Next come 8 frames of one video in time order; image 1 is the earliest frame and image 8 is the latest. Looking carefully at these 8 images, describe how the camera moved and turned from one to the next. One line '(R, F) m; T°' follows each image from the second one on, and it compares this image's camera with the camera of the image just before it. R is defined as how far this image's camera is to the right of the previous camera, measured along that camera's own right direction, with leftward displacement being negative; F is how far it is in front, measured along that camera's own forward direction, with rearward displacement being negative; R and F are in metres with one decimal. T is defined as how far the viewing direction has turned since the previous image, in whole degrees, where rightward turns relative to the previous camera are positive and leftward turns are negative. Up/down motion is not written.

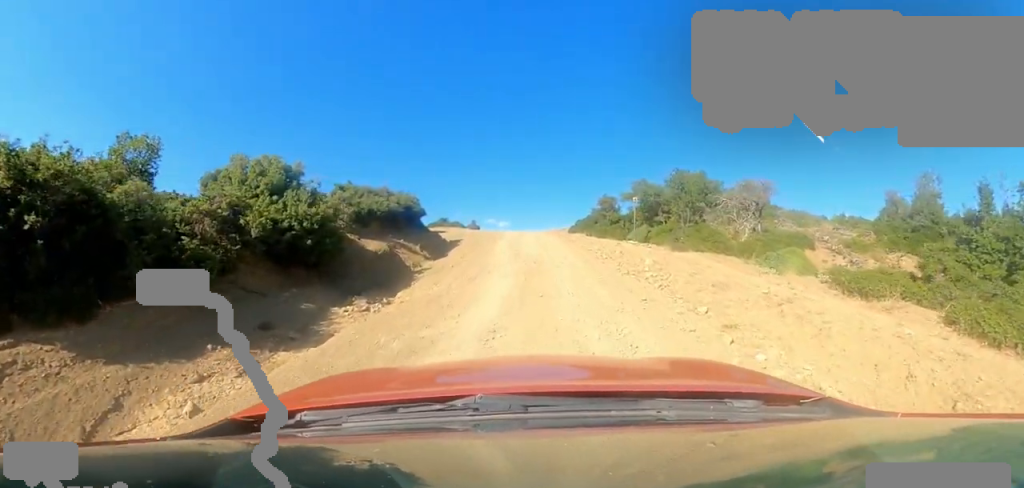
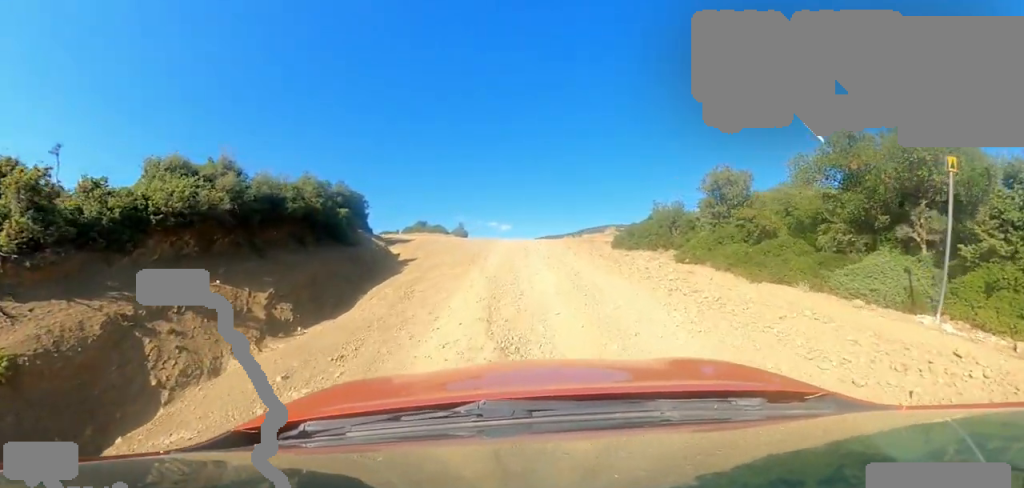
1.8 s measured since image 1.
(+1.0, +10.3) m; -6°
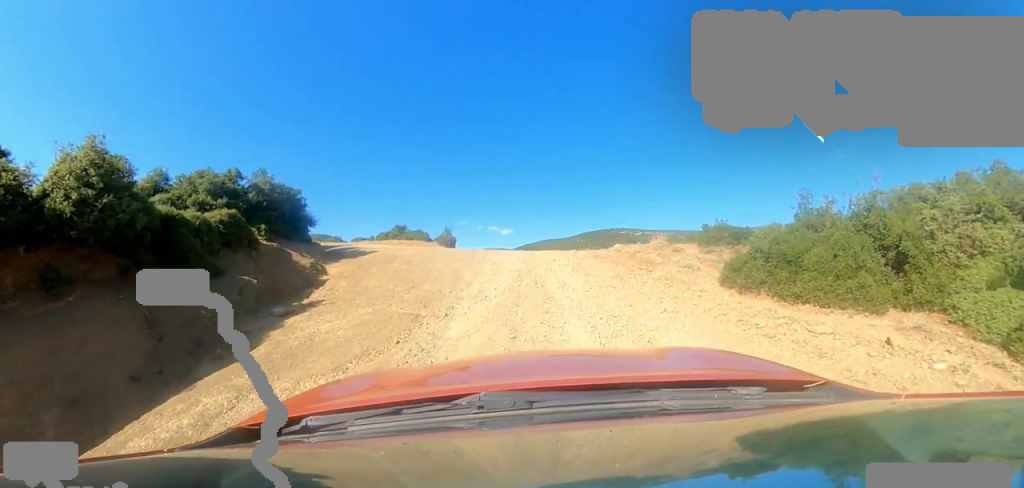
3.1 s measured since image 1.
(-0.7, +6.4) m; 0°
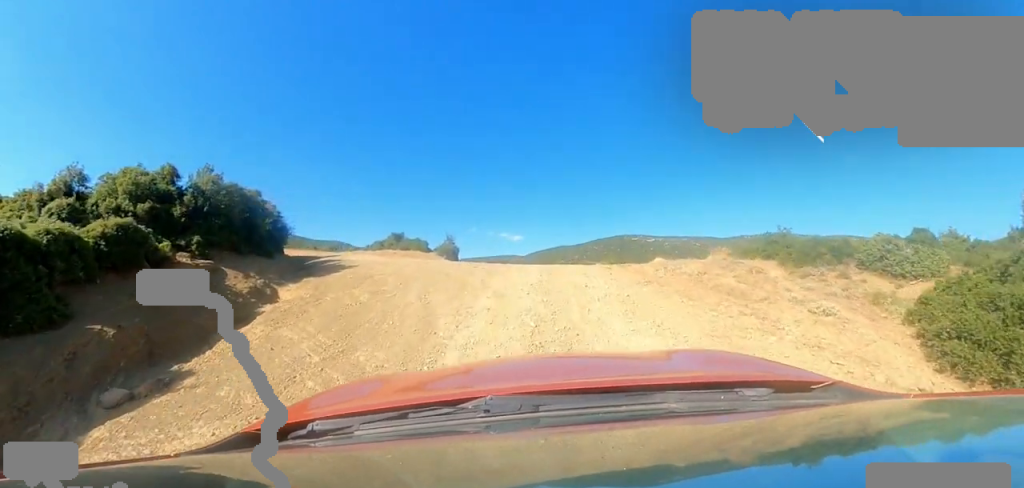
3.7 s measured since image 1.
(+0.4, +3.5) m; +4°
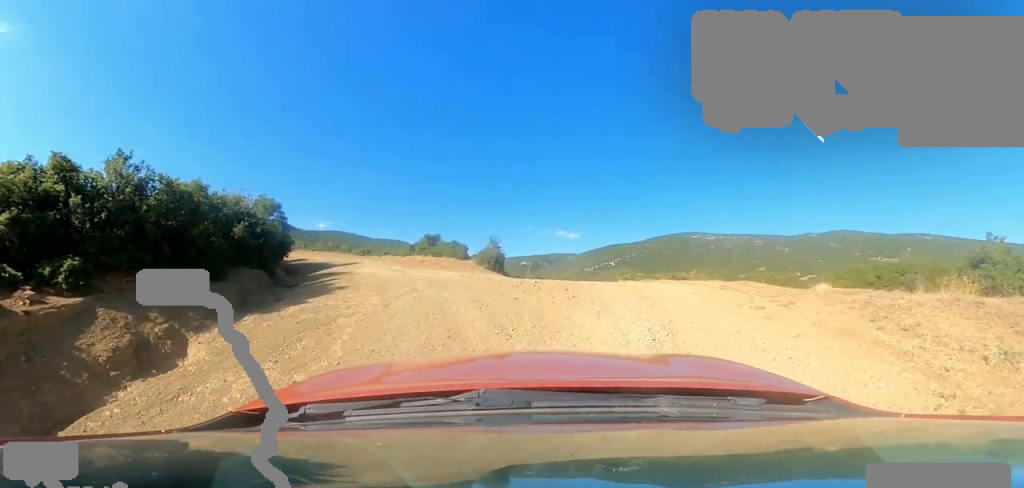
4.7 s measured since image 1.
(+0.1, +5.5) m; -13°
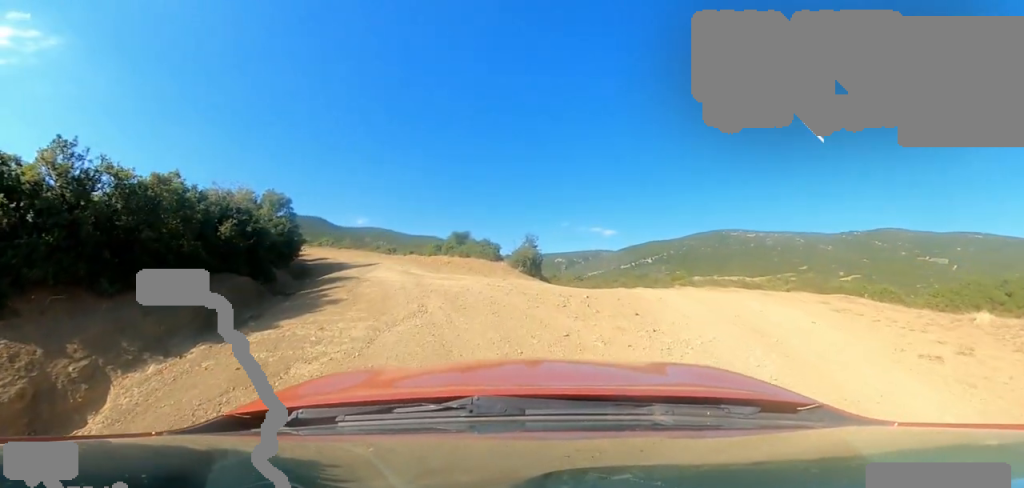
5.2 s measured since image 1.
(-0.3, +2.6) m; -7°
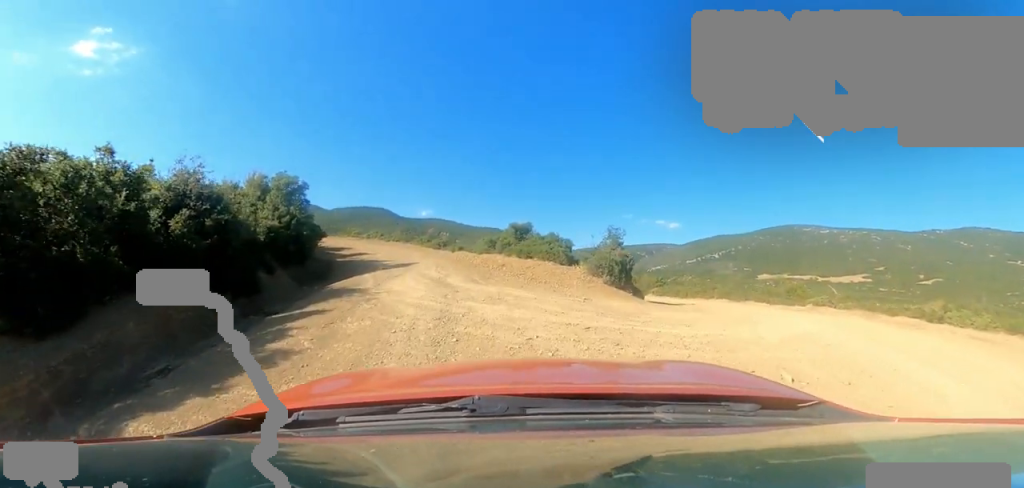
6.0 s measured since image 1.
(-1.0, +4.4) m; -8°
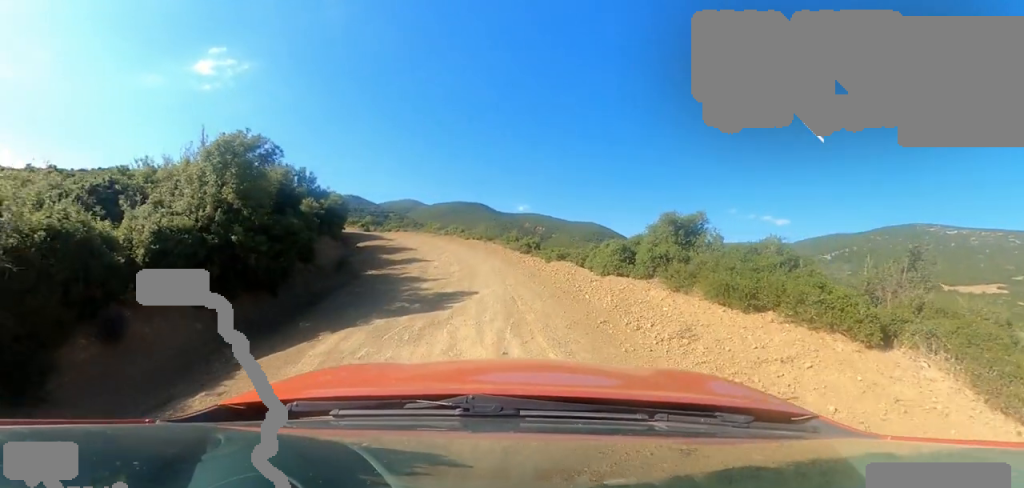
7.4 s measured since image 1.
(+0.3, +7.7) m; -8°
